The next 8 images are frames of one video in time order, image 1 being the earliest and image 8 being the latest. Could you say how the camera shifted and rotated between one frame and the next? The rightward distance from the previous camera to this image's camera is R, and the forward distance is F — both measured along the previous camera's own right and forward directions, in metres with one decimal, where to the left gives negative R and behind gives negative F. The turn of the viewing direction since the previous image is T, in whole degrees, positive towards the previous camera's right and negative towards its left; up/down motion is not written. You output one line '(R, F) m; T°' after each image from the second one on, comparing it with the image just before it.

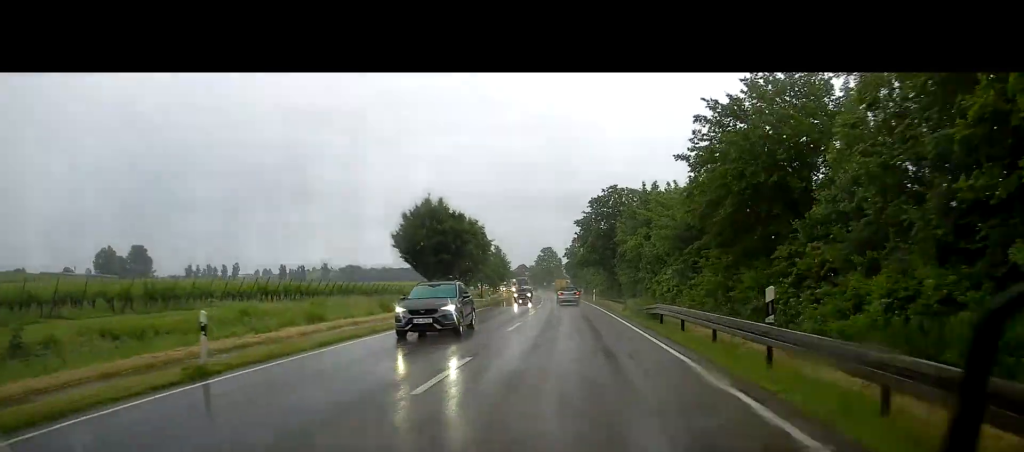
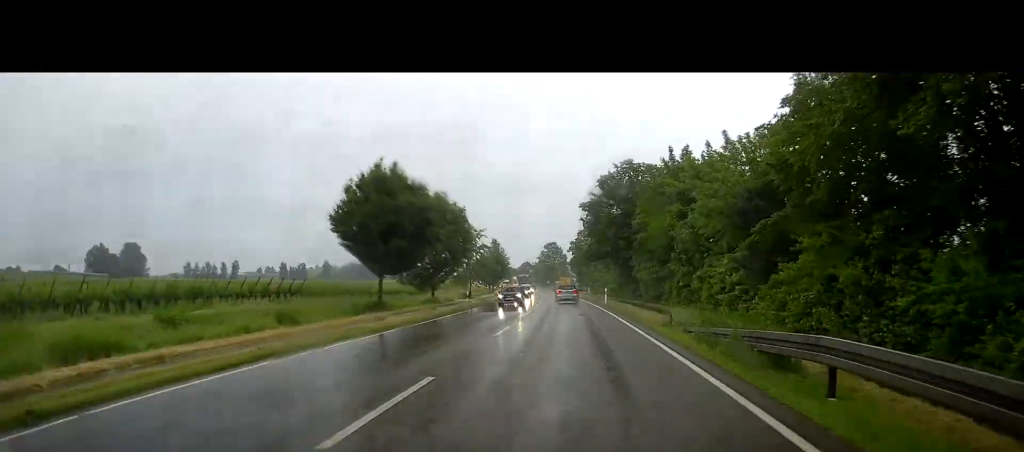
(0.0, +15.1) m; -1°
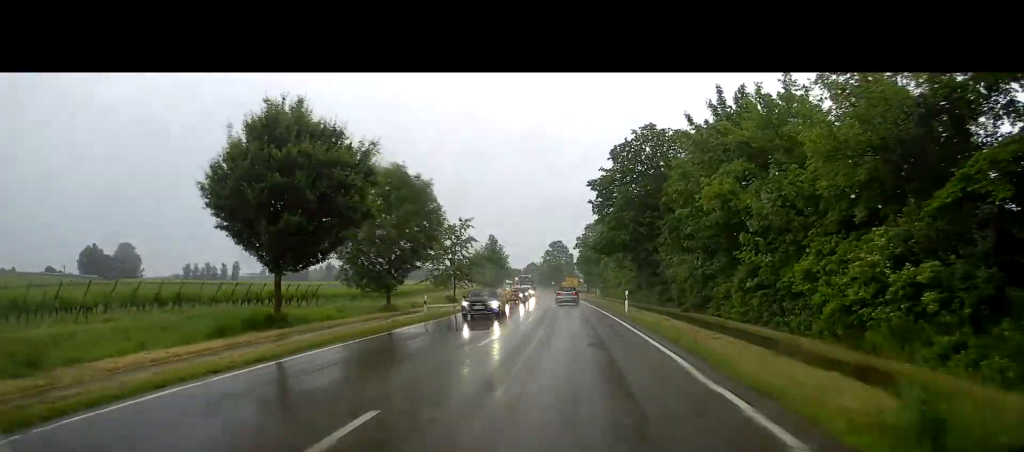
(-0.2, +14.8) m; -1°
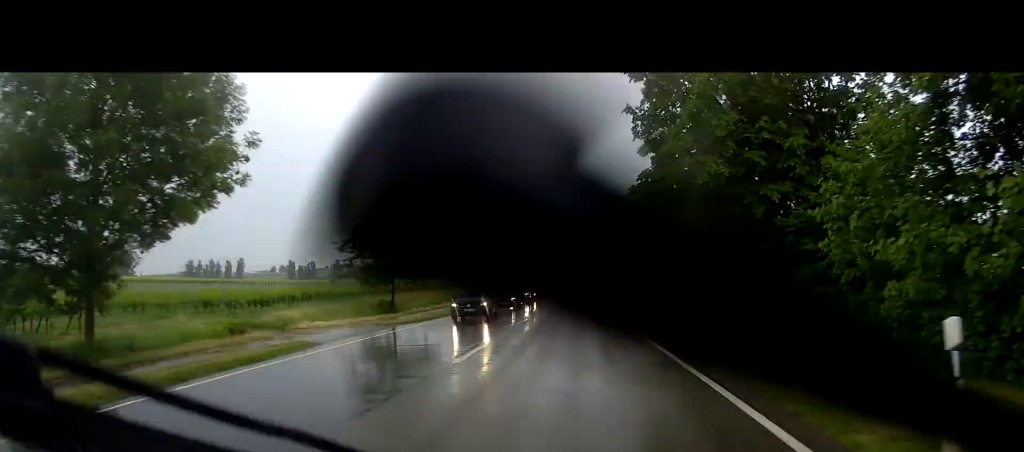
(-0.2, +27.6) m; -1°
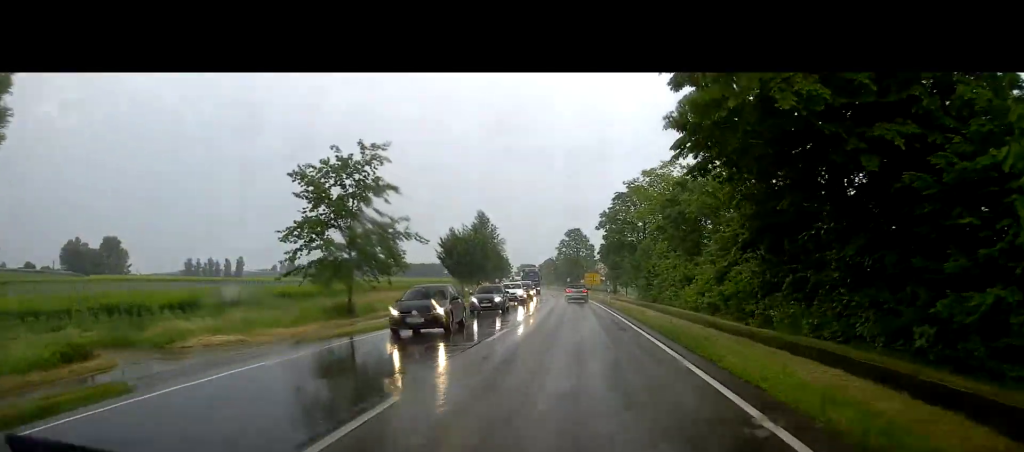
(-0.1, +8.3) m; 0°
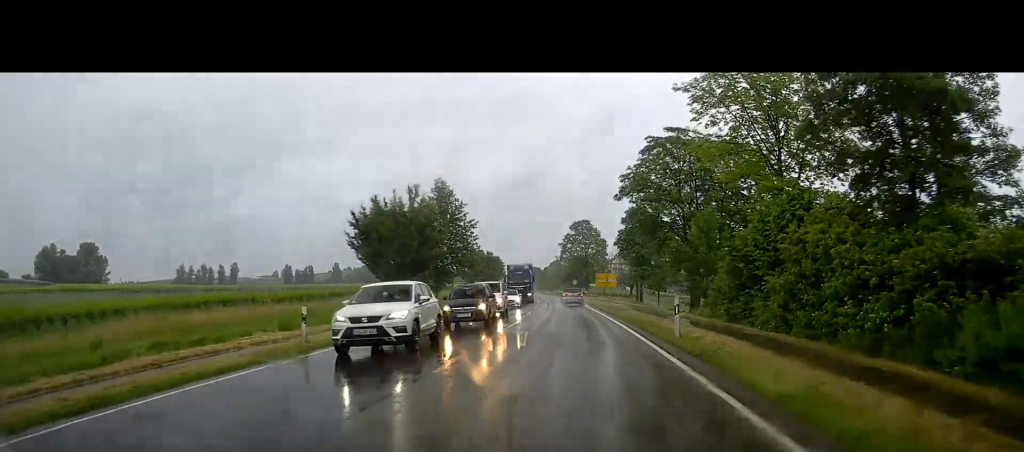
(0.0, +29.7) m; +1°
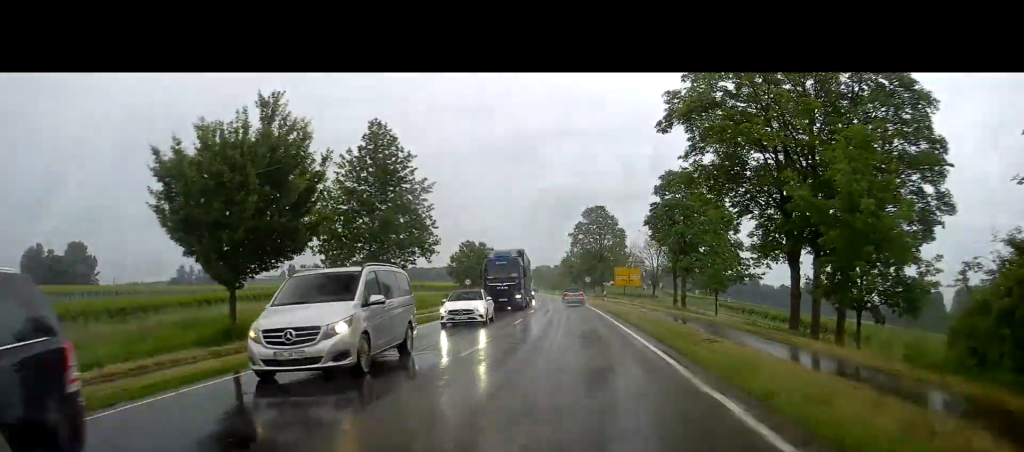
(+0.5, +21.4) m; -1°
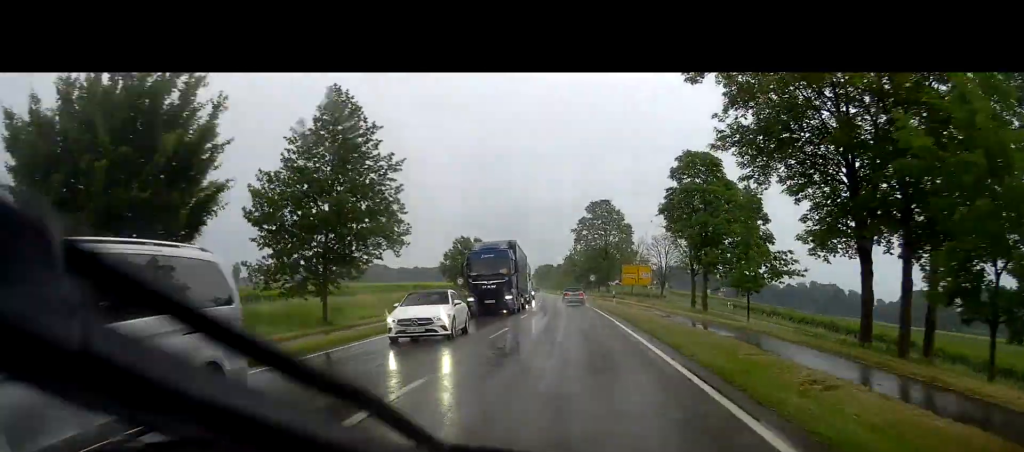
(-0.3, +6.9) m; -1°
